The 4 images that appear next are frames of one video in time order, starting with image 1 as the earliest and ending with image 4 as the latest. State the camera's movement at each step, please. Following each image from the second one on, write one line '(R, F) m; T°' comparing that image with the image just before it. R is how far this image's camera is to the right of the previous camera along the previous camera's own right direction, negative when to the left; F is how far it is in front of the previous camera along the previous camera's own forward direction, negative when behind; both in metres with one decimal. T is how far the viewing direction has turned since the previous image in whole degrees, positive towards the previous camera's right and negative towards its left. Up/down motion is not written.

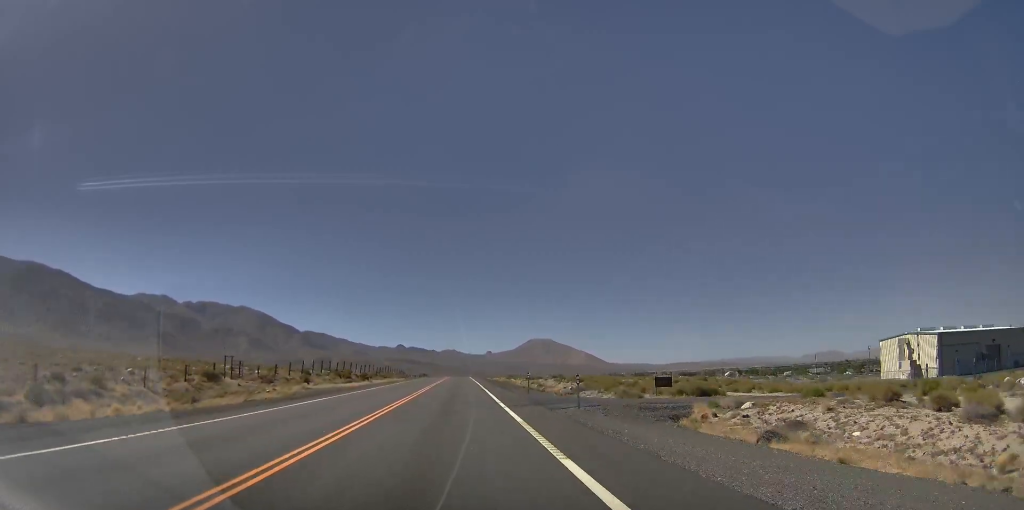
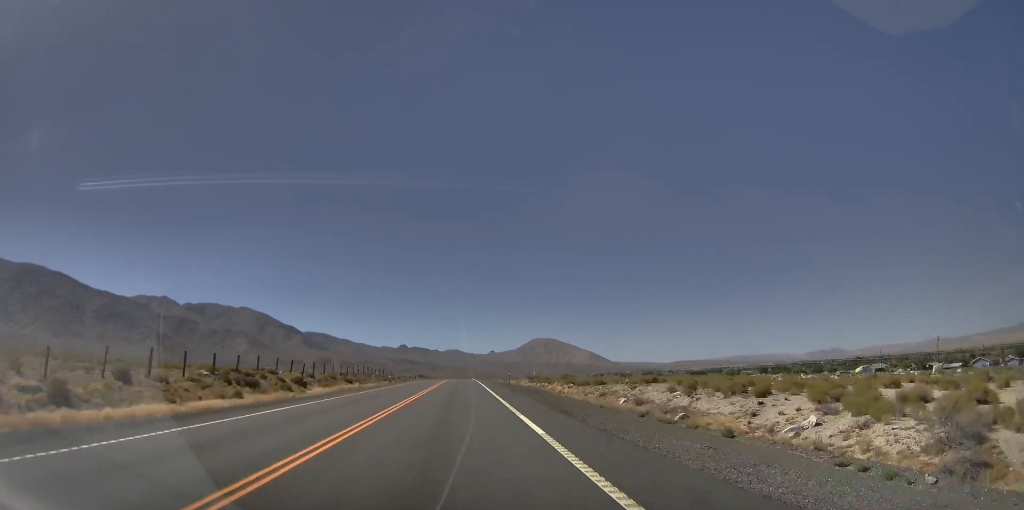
(-0.7, +42.5) m; -1°
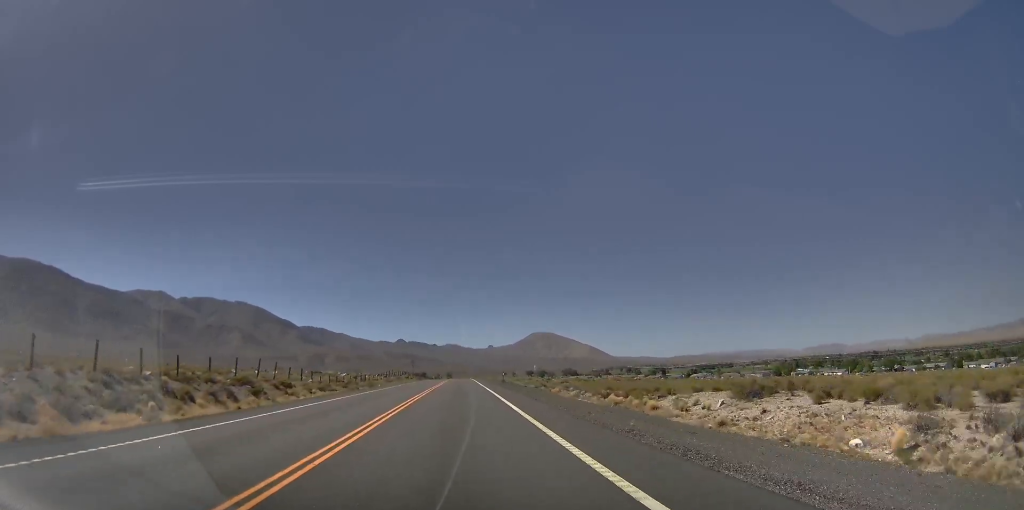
(+0.6, +82.9) m; +1°
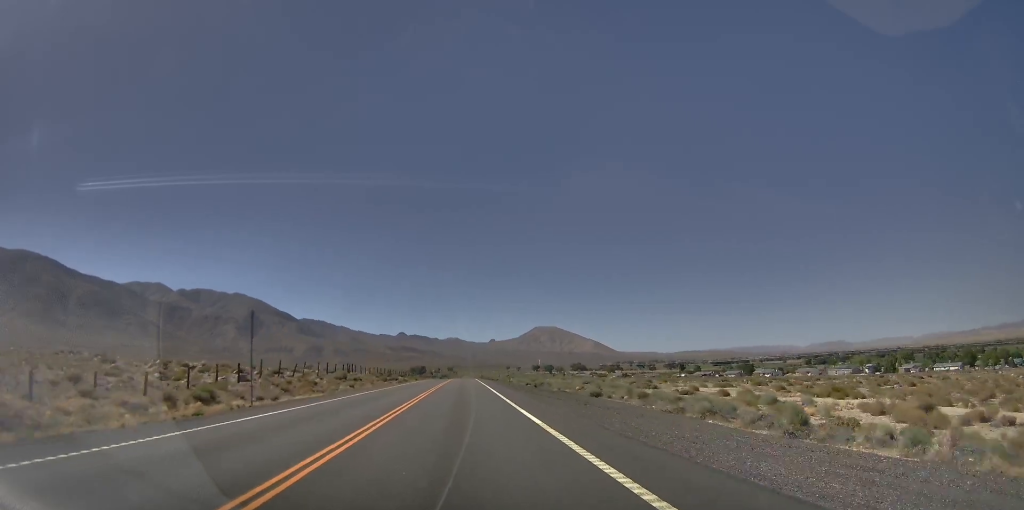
(-0.1, +95.6) m; -2°
